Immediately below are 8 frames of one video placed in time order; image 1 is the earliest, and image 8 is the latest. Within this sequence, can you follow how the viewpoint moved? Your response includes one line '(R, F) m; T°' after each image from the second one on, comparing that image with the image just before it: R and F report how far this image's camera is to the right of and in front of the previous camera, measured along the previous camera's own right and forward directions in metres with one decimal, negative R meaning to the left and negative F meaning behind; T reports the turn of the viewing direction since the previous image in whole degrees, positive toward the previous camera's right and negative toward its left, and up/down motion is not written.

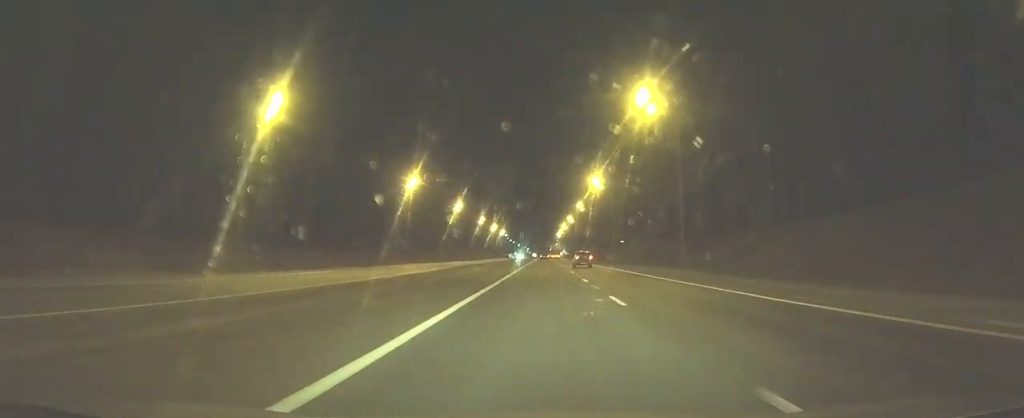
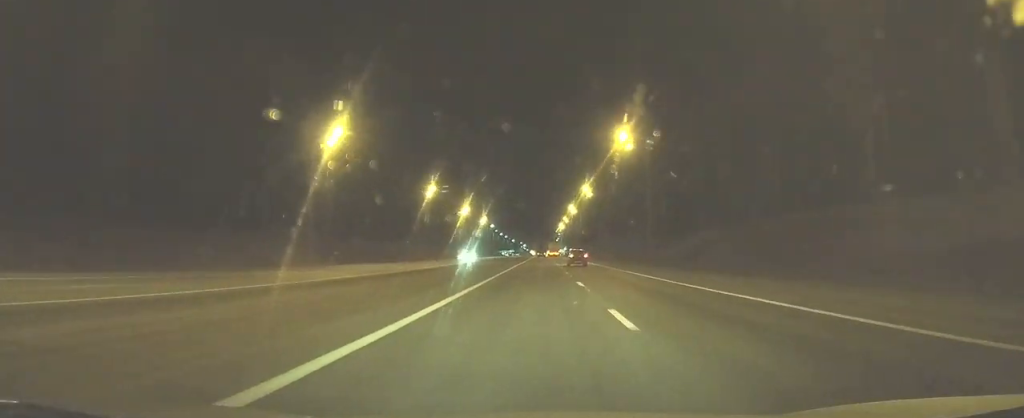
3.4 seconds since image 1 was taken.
(+0.1, +75.5) m; 0°
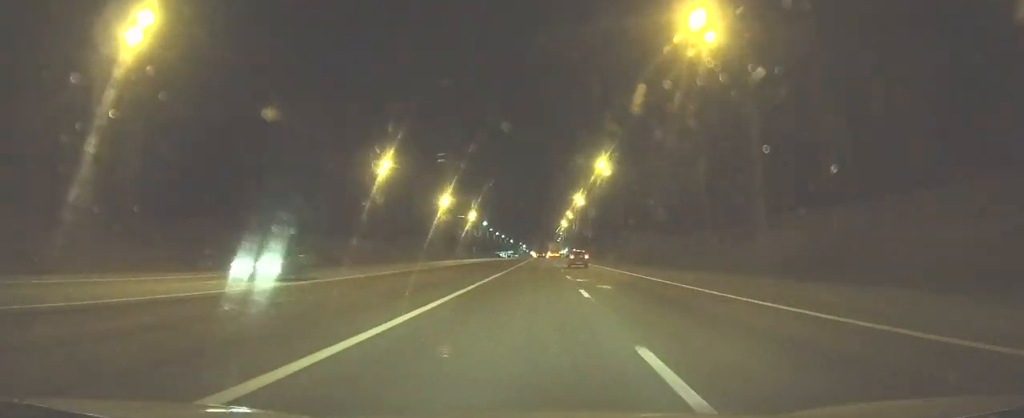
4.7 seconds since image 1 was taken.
(0.0, +28.8) m; 0°
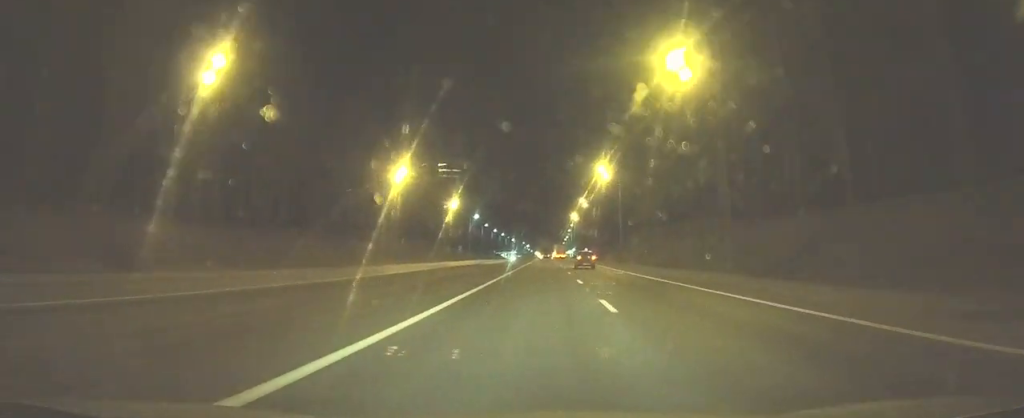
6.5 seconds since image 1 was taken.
(-0.2, +39.9) m; 0°
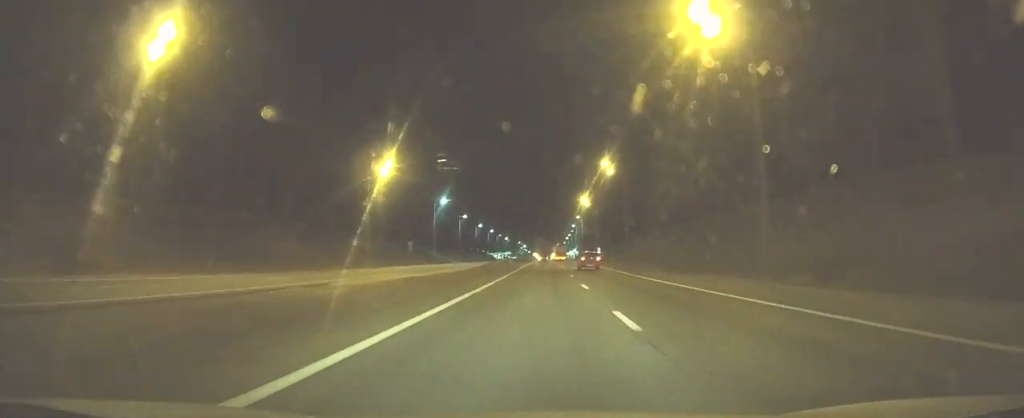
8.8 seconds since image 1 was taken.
(-0.1, +50.7) m; 0°
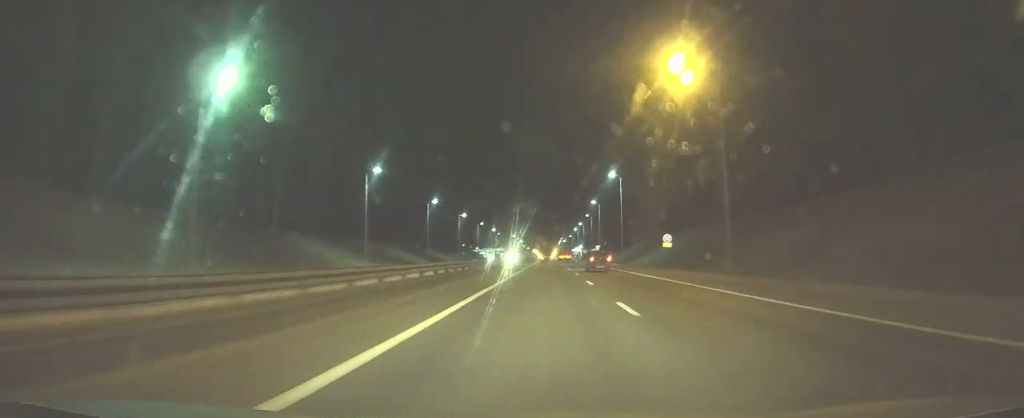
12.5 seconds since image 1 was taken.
(0.0, +81.2) m; 0°
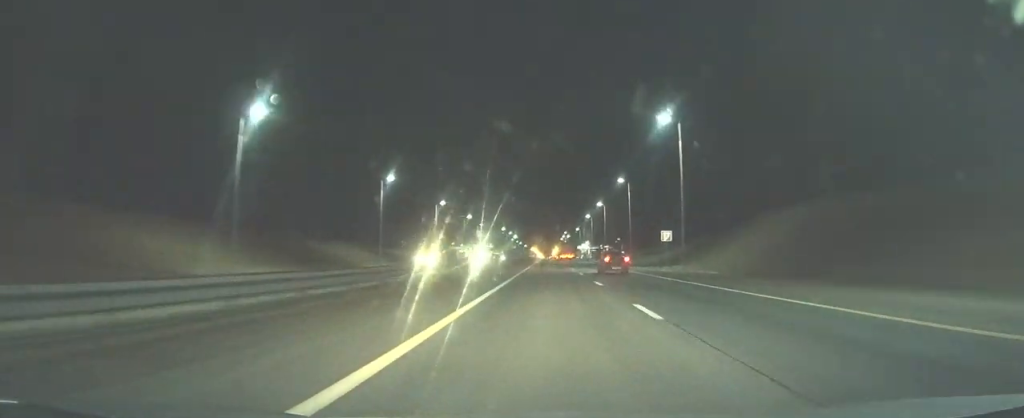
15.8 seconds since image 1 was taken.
(+0.1, +72.1) m; 0°
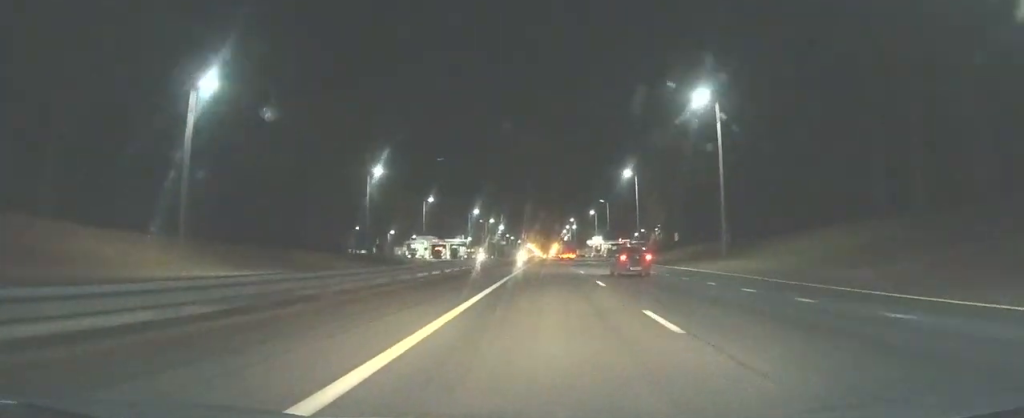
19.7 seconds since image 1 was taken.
(+0.2, +85.4) m; 0°
